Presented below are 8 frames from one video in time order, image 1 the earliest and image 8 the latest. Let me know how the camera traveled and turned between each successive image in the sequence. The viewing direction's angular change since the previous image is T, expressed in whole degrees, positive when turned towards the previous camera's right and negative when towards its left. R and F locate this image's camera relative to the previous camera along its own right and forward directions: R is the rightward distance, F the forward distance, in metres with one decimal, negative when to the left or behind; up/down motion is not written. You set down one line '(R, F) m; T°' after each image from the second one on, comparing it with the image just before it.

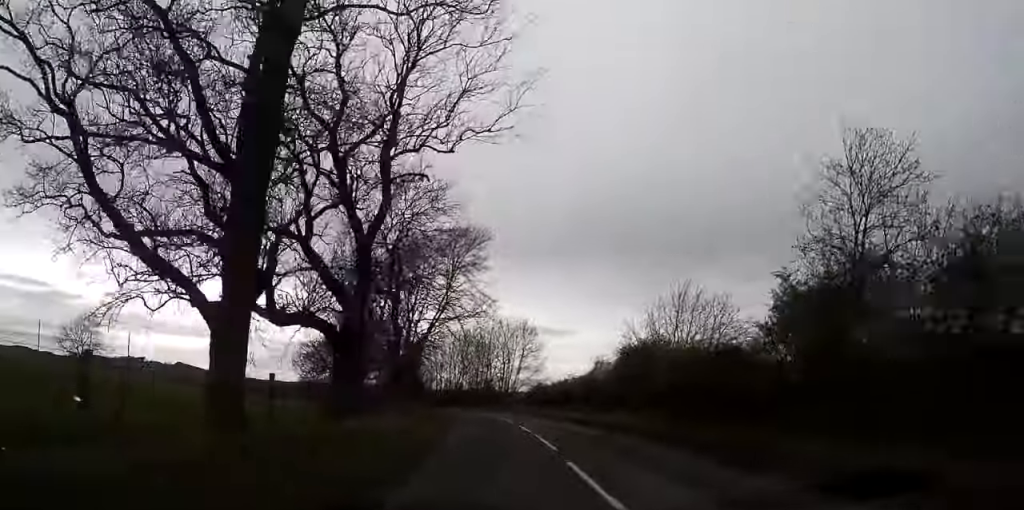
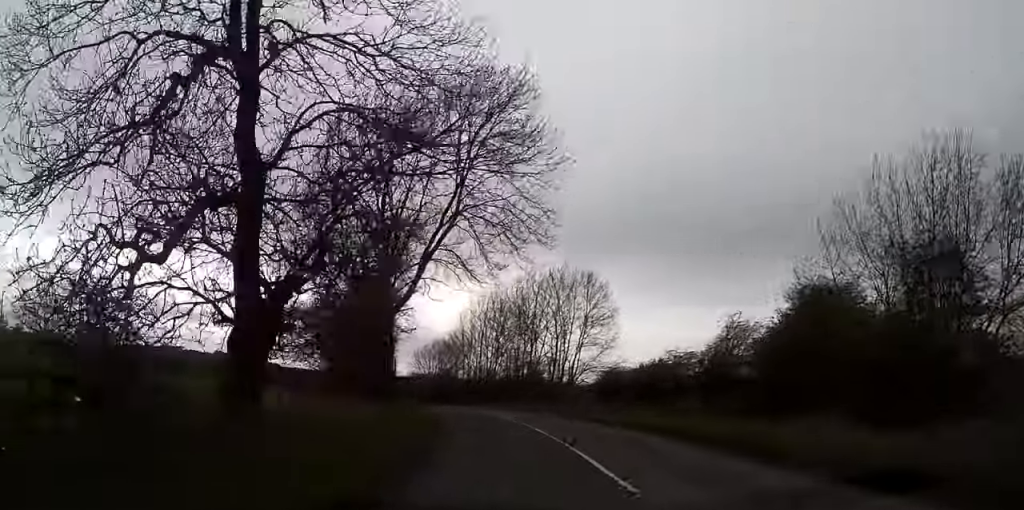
(-1.3, +25.4) m; -5°
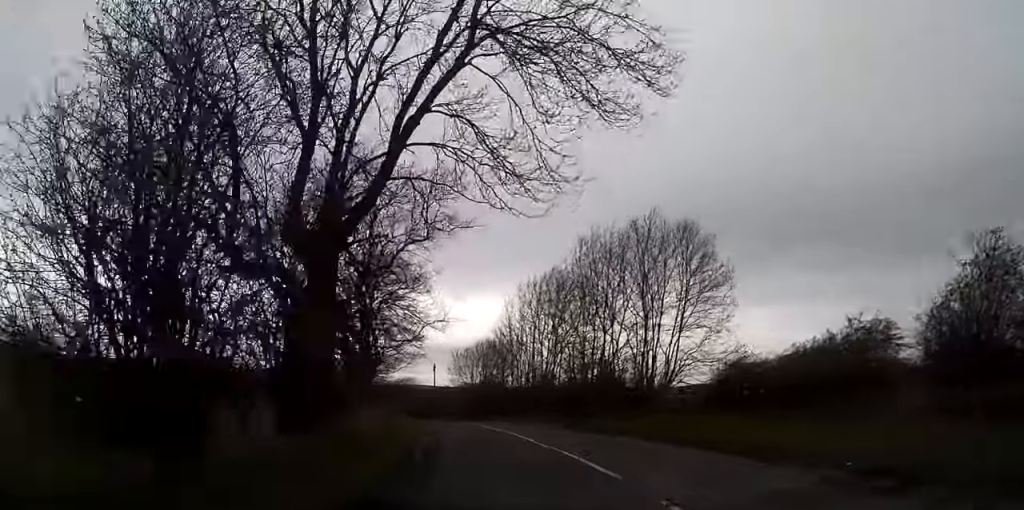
(-0.3, +16.0) m; -3°
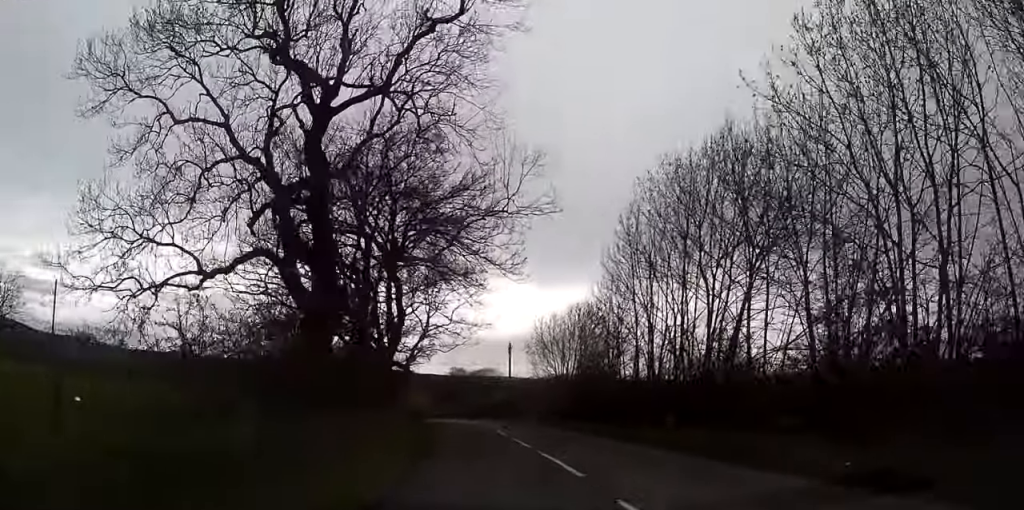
(-1.5, +25.8) m; -5°
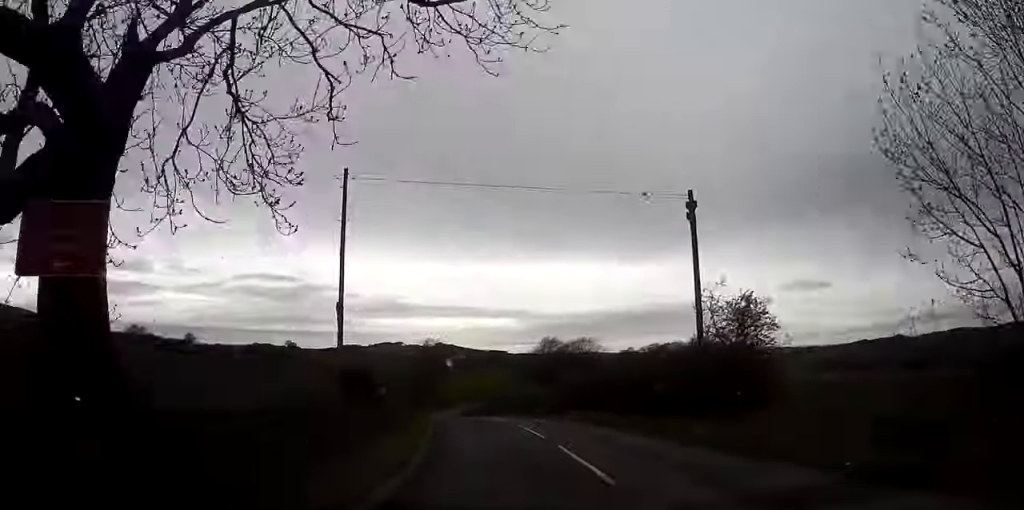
(-2.7, +44.9) m; -8°
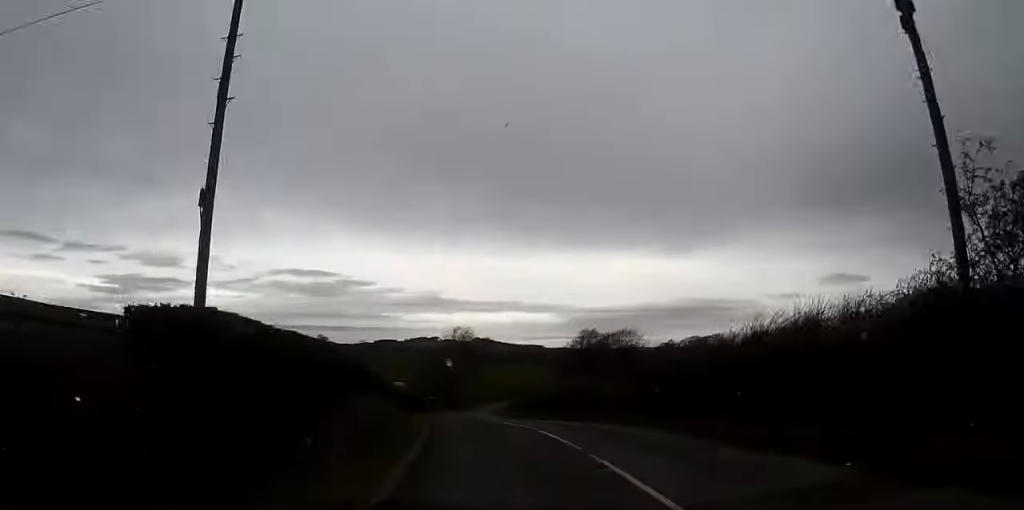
(-0.2, +12.8) m; -4°
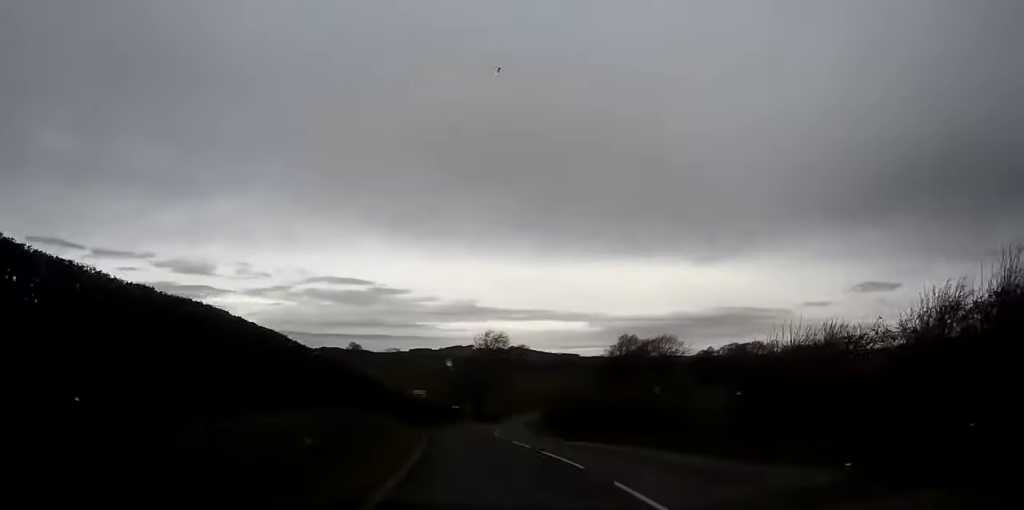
(-0.6, +10.7) m; -2°
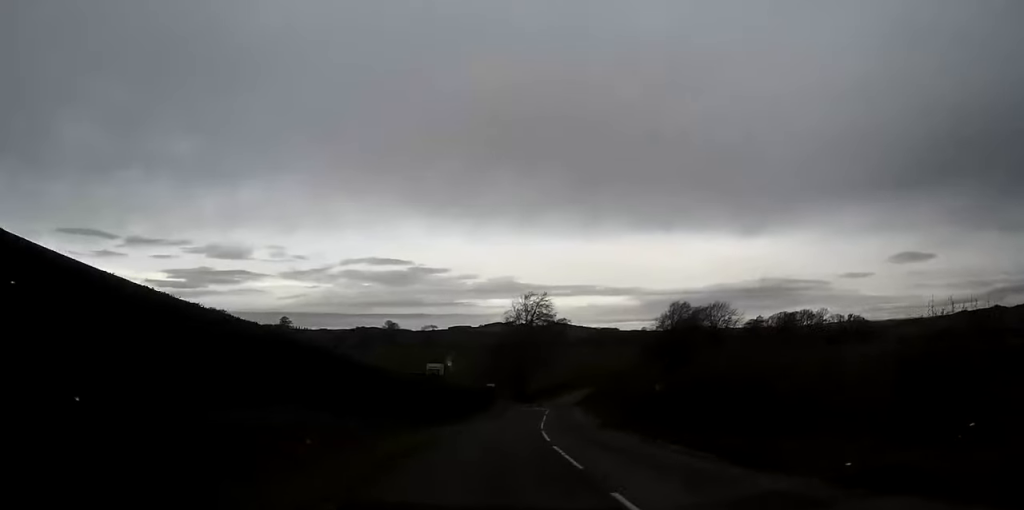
(-0.5, +18.7) m; -2°
